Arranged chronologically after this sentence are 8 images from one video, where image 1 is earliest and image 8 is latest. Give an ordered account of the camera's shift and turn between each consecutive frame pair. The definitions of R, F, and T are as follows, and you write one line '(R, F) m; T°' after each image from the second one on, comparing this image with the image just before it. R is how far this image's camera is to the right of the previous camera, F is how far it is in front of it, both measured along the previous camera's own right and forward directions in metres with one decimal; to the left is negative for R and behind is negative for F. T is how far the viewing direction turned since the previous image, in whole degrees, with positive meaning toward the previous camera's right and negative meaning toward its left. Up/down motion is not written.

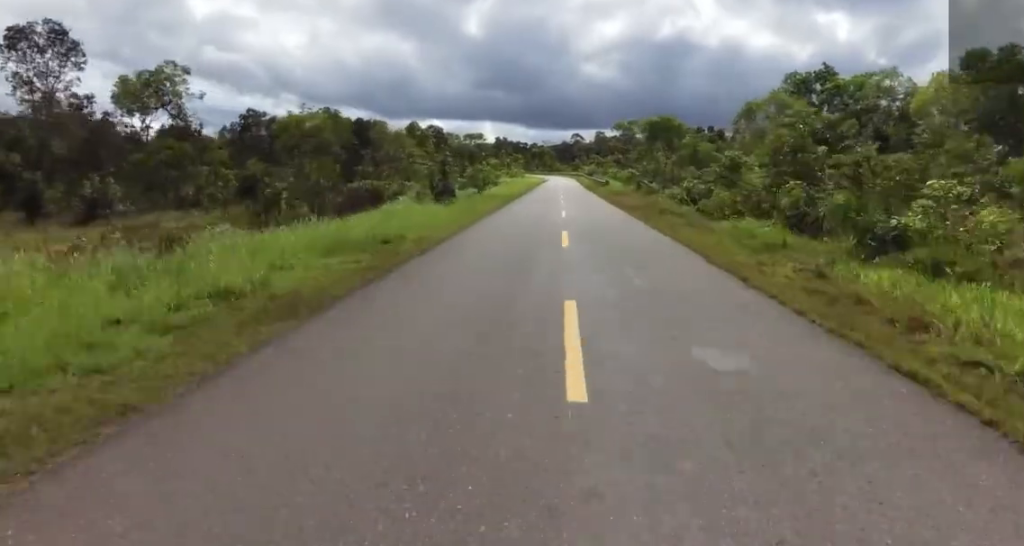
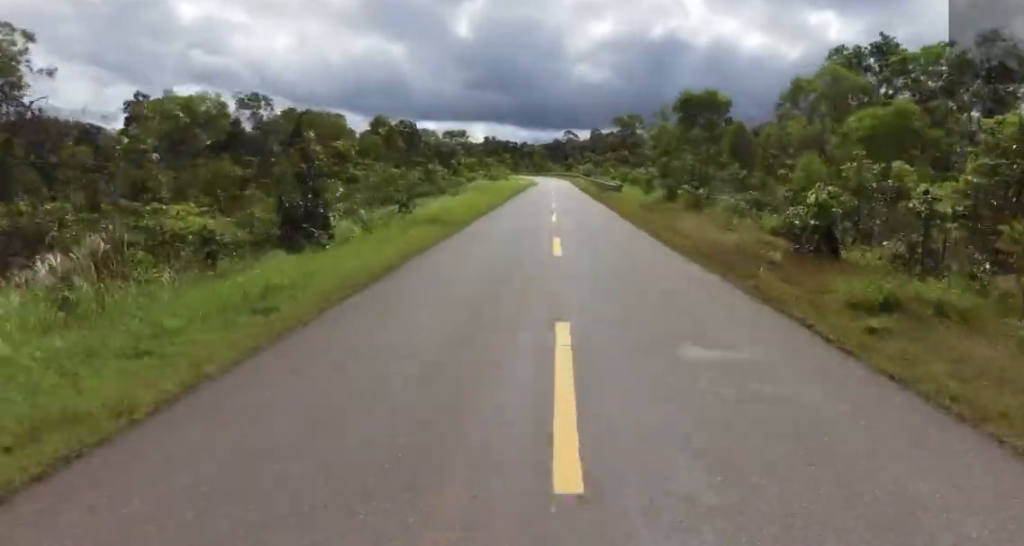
(-0.8, +17.2) m; +1°
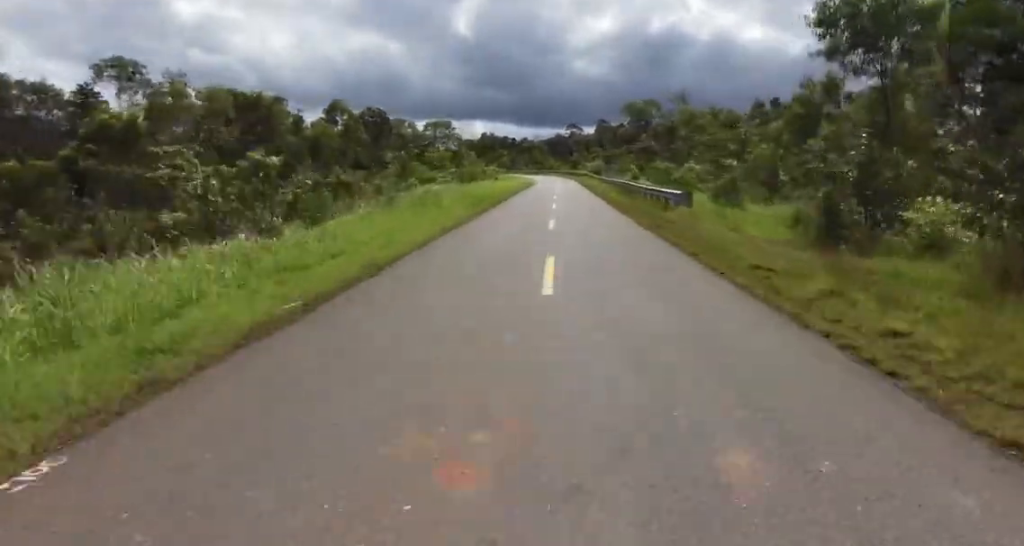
(+1.5, +20.9) m; +3°
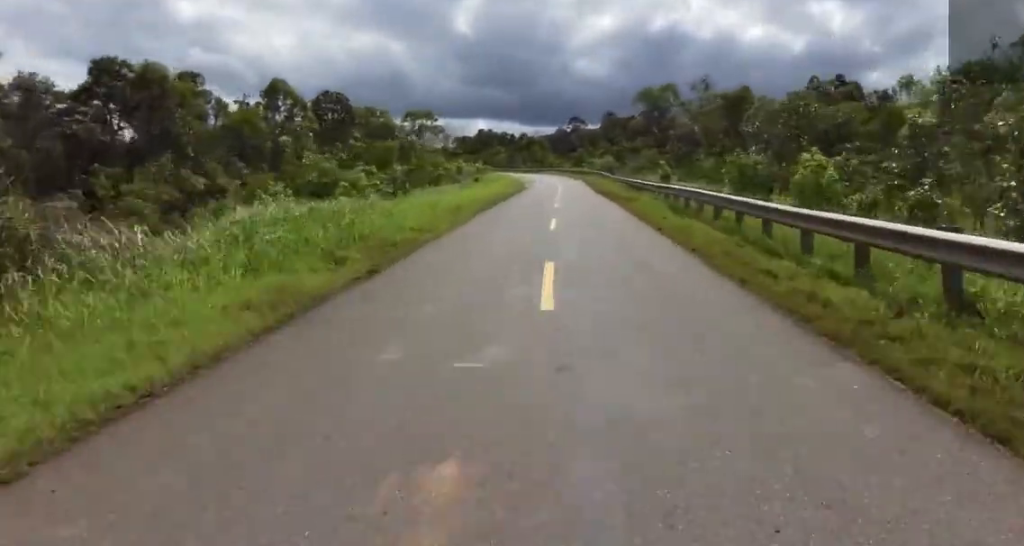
(-0.2, +17.6) m; -4°
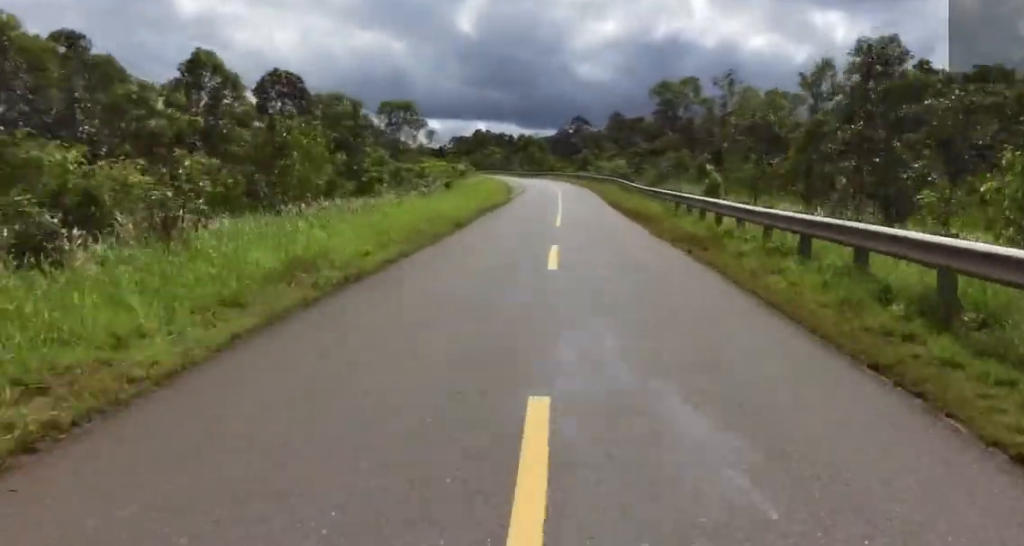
(-0.7, +13.1) m; 0°
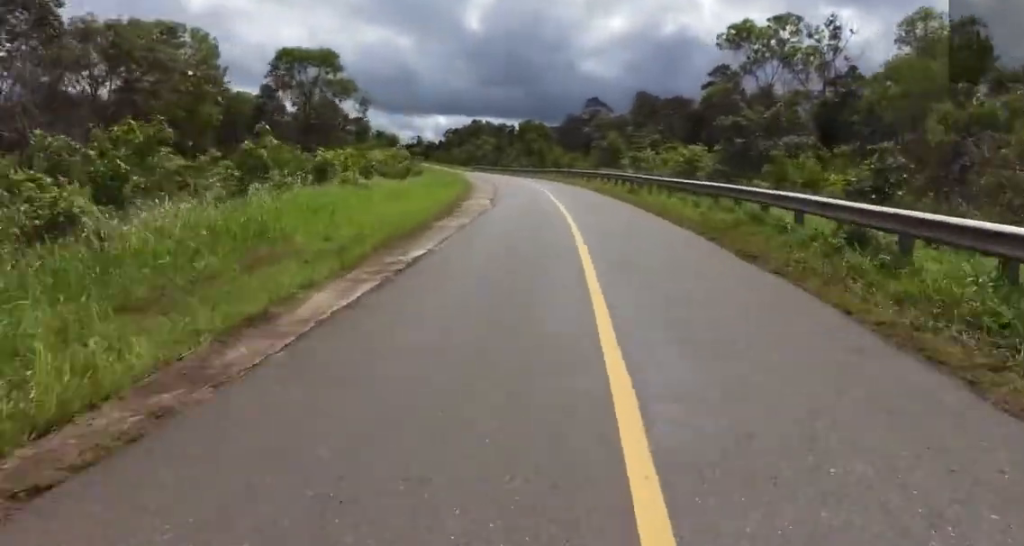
(+0.7, +32.2) m; -2°
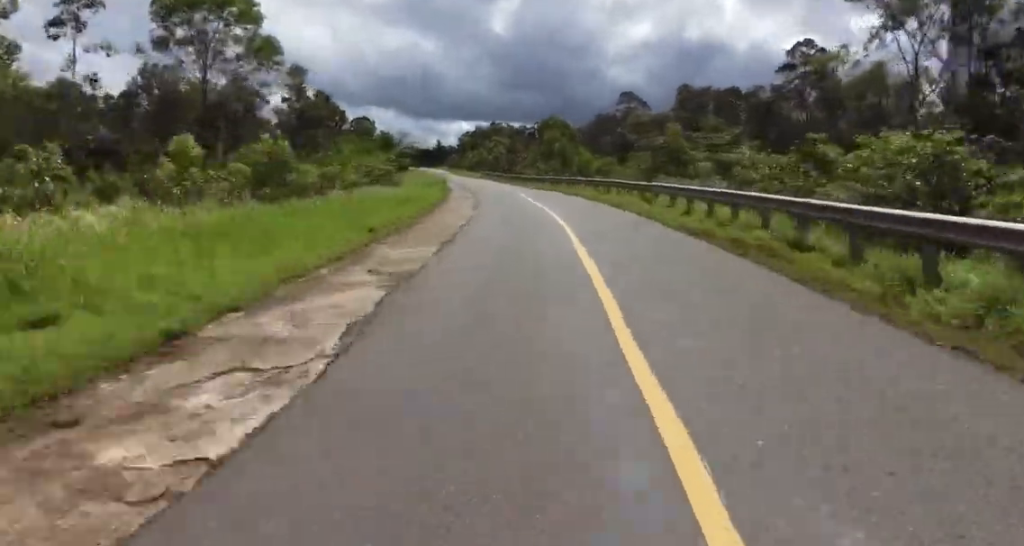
(-1.8, +18.8) m; -5°
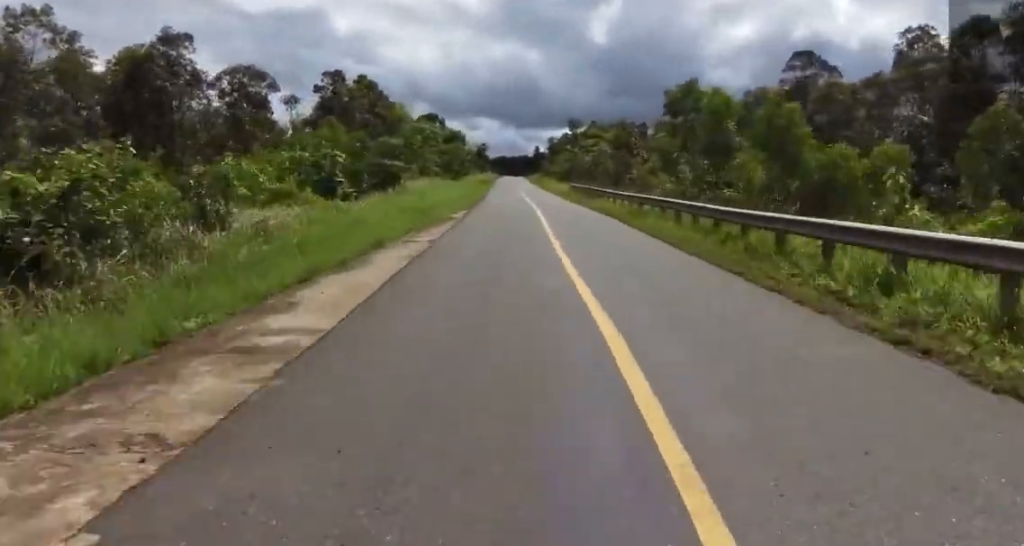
(-2.9, +36.1) m; -8°
